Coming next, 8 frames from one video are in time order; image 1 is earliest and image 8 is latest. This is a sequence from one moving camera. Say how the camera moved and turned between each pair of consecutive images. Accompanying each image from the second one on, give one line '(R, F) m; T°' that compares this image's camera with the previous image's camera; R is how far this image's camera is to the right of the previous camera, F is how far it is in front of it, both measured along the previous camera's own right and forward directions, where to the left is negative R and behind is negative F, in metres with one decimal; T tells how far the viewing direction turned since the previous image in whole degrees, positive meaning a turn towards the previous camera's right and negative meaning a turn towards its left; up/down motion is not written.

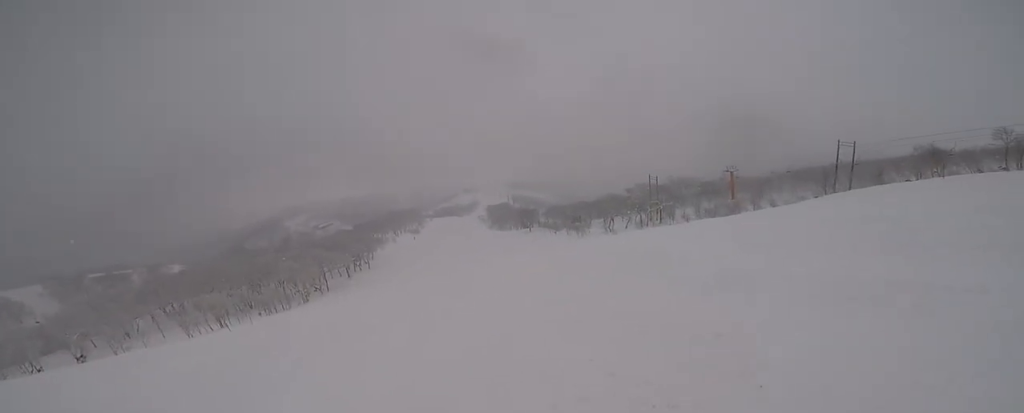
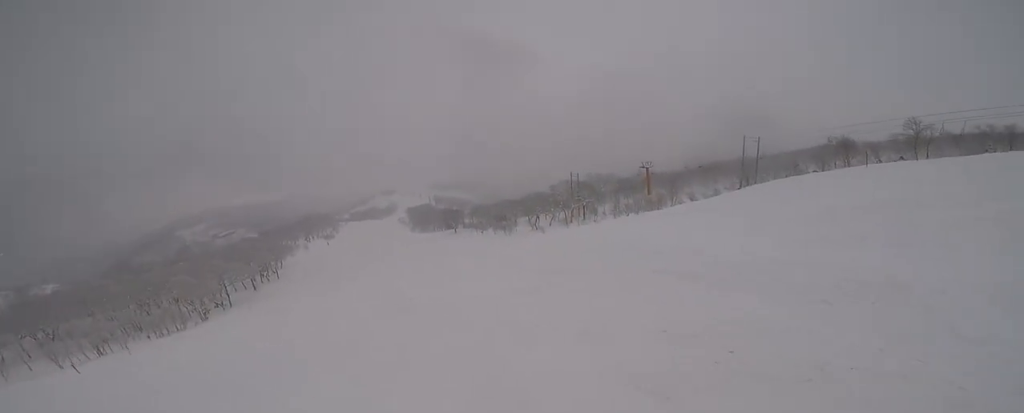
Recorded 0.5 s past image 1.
(+0.6, +2.2) m; +17°
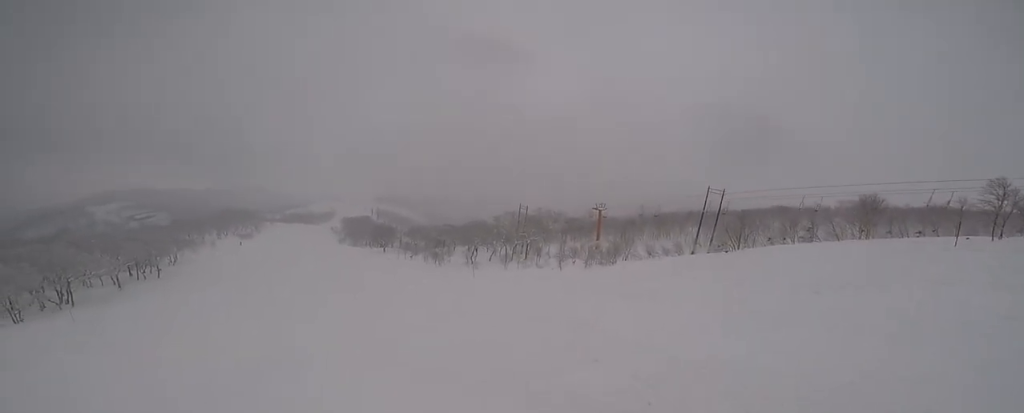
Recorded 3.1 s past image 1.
(+6.6, +8.9) m; +35°
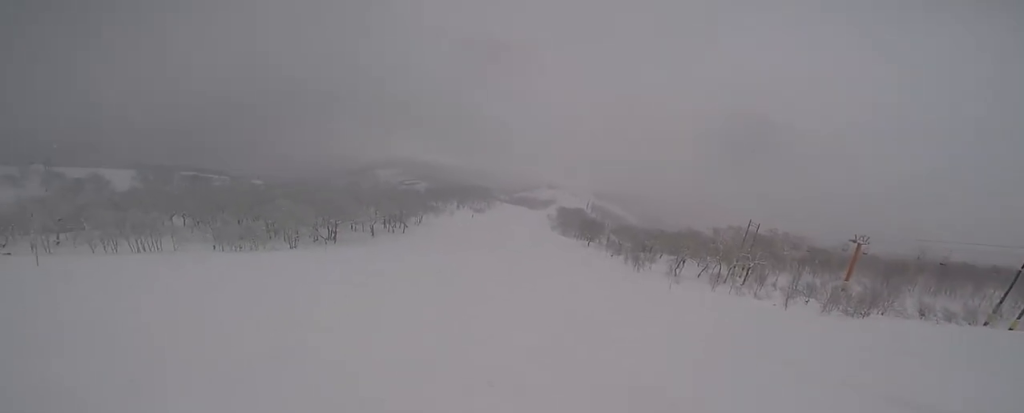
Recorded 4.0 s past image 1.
(-1.1, +3.1) m; -24°
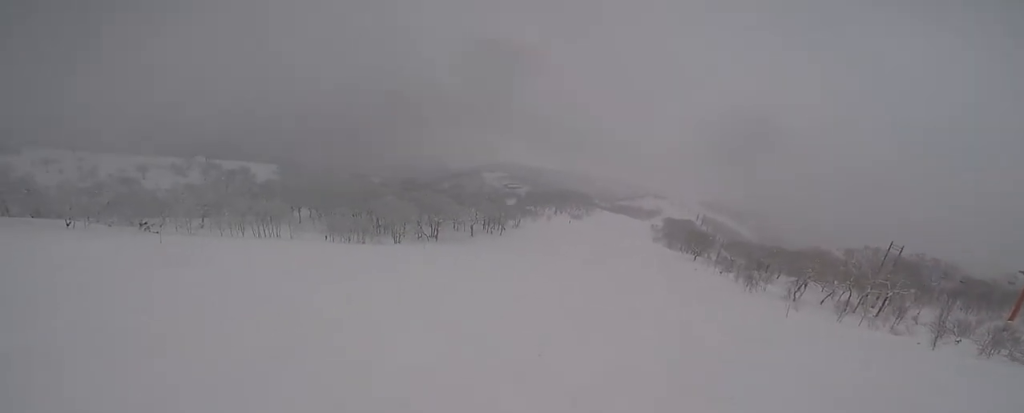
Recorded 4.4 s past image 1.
(-0.2, +1.6) m; -9°
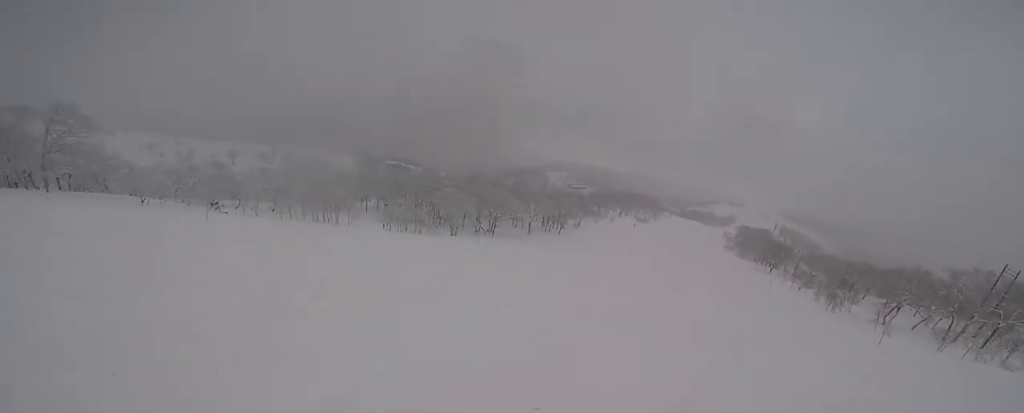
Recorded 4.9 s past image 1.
(0.0, +2.0) m; -11°
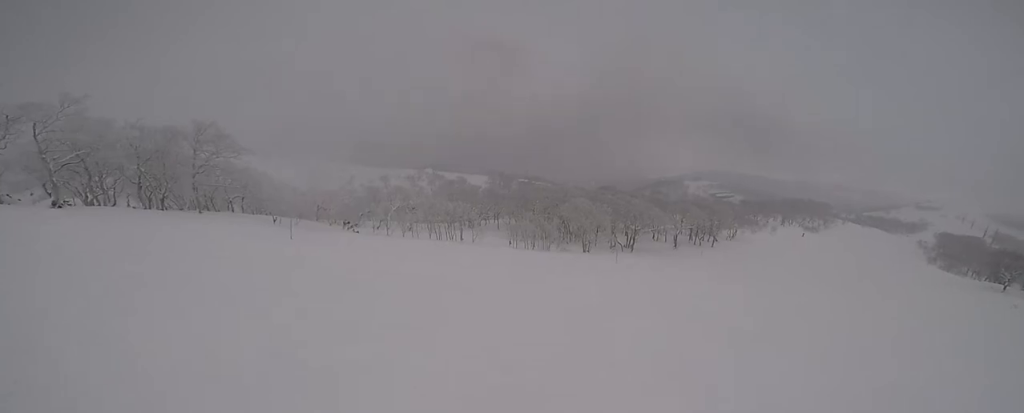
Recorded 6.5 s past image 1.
(-2.3, +6.7) m; -25°
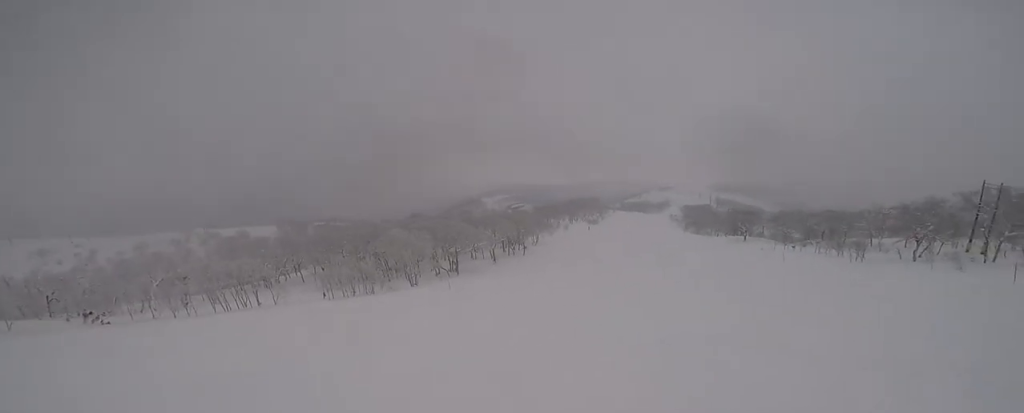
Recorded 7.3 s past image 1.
(-0.3, +3.5) m; +5°
